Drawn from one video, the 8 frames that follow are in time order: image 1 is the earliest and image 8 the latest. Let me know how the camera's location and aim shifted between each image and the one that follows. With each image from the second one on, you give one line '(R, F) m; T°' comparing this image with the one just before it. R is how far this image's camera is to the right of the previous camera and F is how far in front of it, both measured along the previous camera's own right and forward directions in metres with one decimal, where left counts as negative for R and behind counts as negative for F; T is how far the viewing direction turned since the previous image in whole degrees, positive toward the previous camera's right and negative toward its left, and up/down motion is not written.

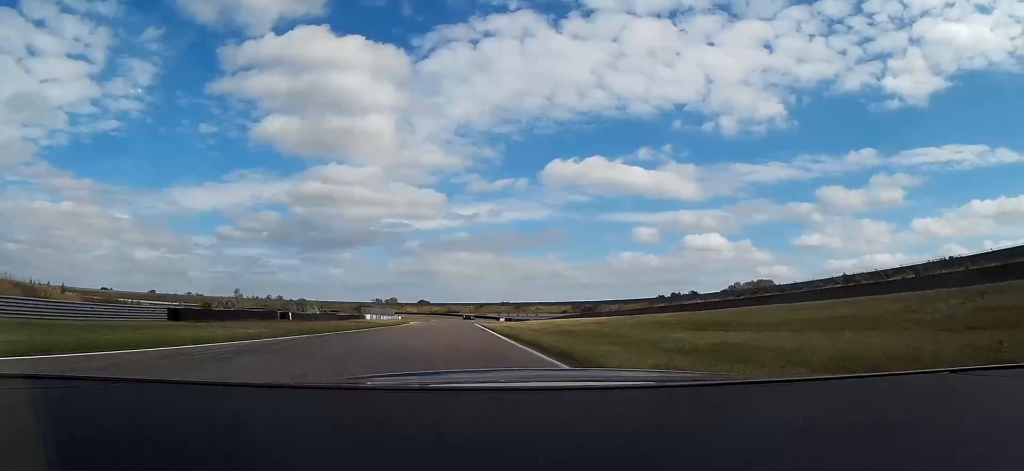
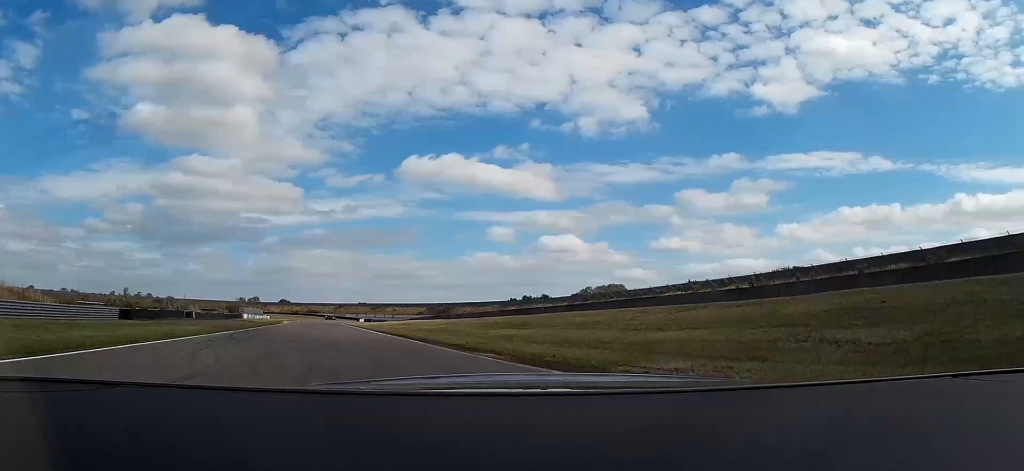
(+1.4, +13.9) m; +16°
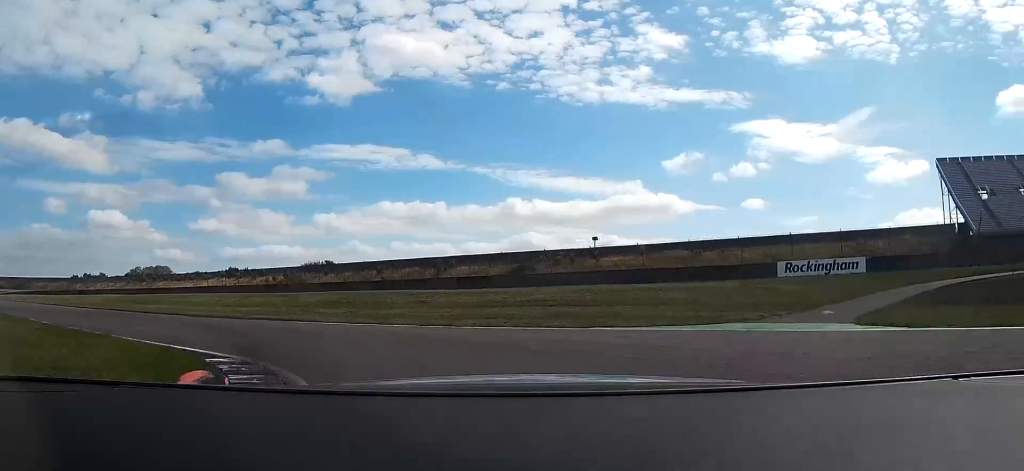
(+8.2, +22.5) m; +38°
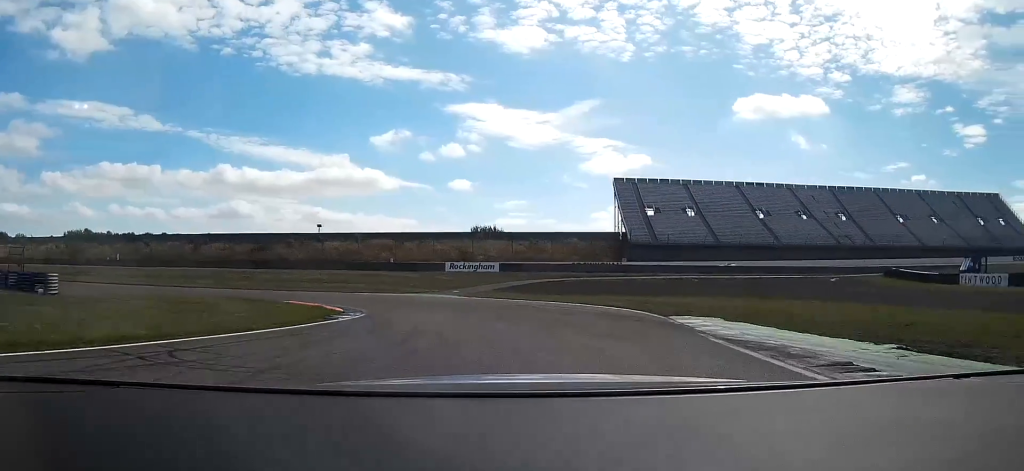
(+8.7, +30.7) m; +23°
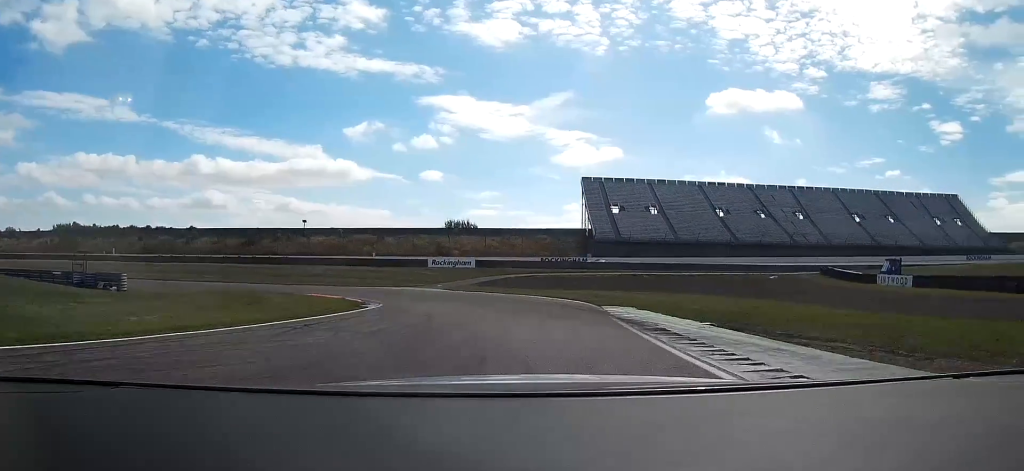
(+0.3, +10.0) m; +2°
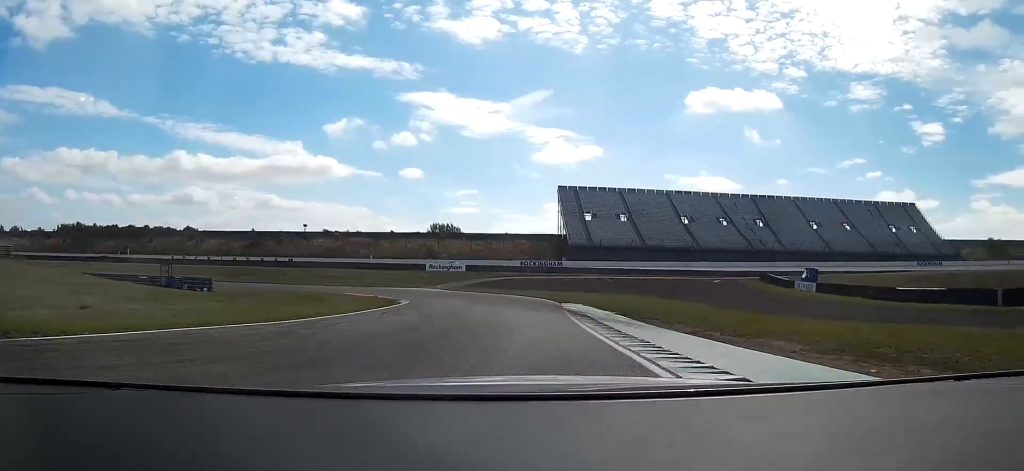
(+0.4, +16.3) m; +2°
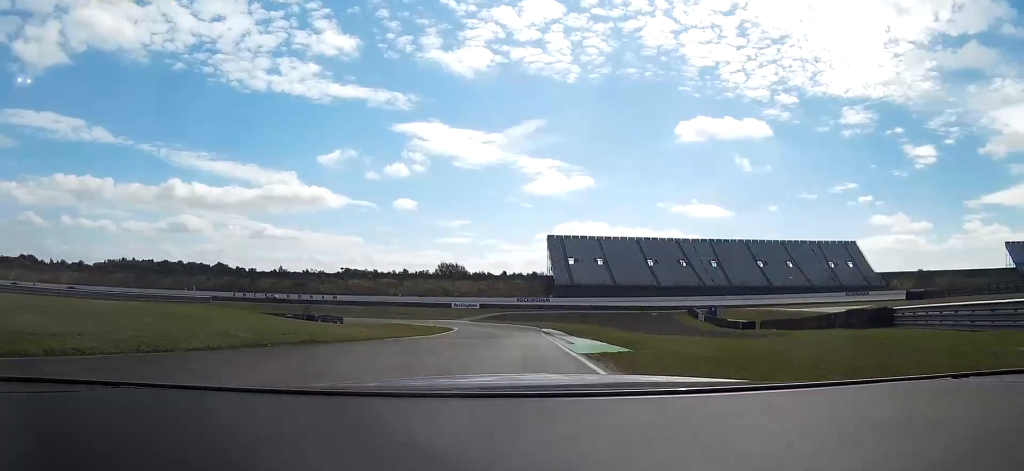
(+1.0, +40.3) m; +2°
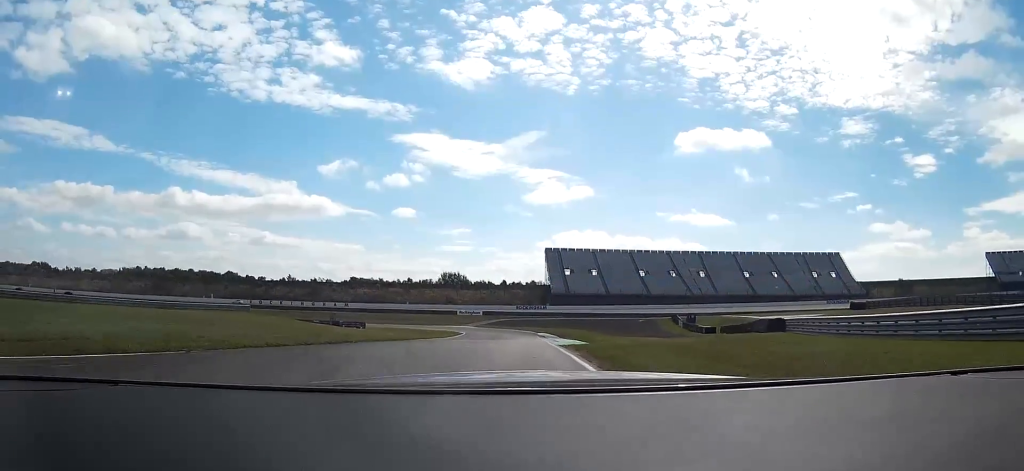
(0.0, +13.4) m; +1°
